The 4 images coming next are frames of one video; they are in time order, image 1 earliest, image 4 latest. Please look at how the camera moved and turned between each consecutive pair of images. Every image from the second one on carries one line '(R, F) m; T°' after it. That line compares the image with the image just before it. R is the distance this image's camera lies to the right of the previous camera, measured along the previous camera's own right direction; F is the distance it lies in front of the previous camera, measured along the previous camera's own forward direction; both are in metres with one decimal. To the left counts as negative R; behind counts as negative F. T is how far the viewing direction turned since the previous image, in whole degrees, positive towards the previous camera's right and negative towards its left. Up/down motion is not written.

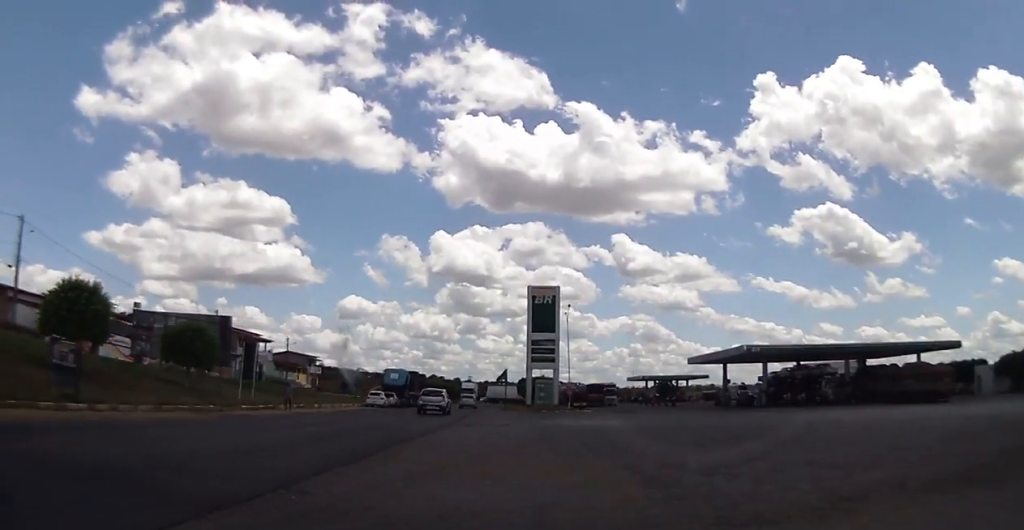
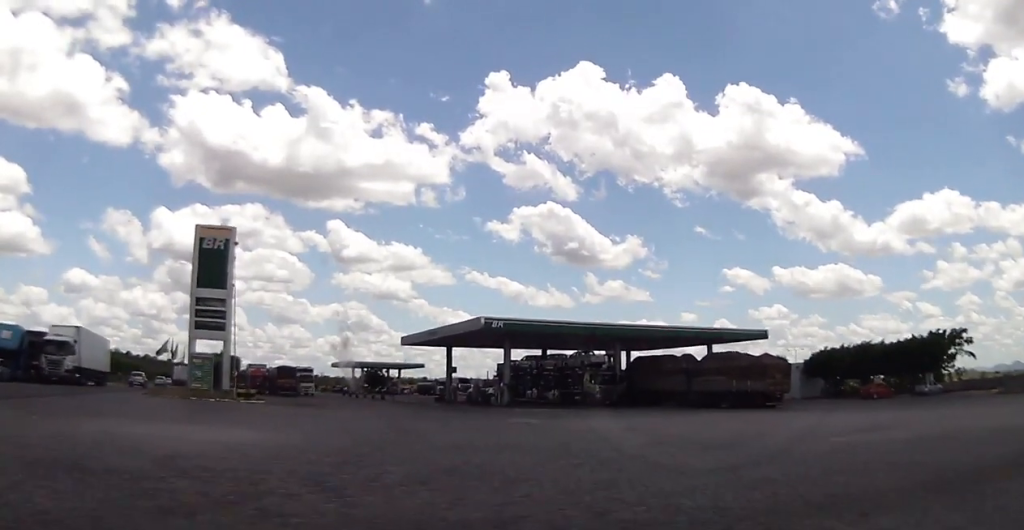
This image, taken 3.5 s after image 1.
(+3.6, +20.5) m; +17°
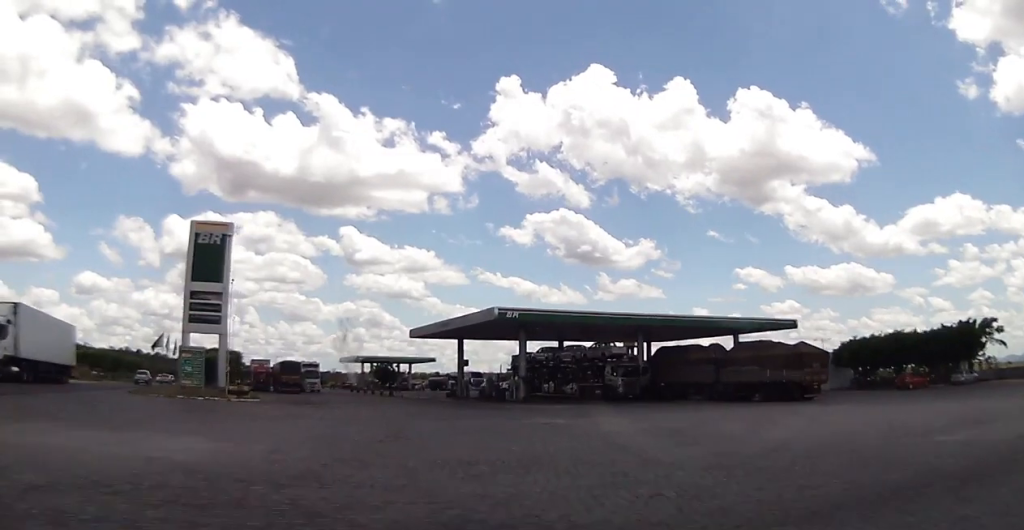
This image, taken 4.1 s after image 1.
(0.0, +3.9) m; 0°
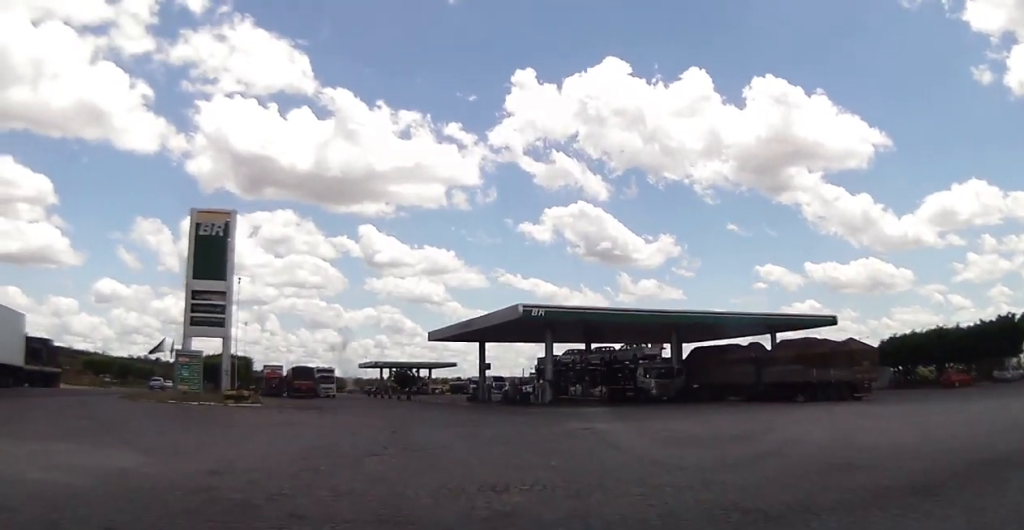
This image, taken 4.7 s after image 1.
(0.0, +3.7) m; -2°
